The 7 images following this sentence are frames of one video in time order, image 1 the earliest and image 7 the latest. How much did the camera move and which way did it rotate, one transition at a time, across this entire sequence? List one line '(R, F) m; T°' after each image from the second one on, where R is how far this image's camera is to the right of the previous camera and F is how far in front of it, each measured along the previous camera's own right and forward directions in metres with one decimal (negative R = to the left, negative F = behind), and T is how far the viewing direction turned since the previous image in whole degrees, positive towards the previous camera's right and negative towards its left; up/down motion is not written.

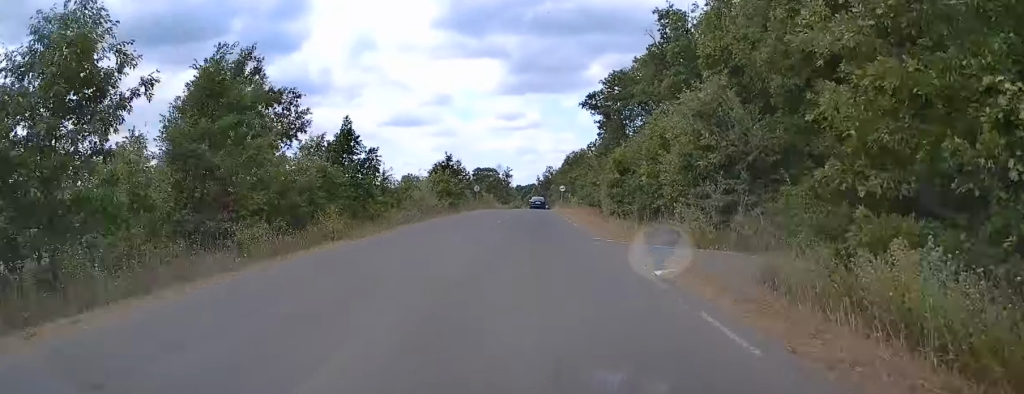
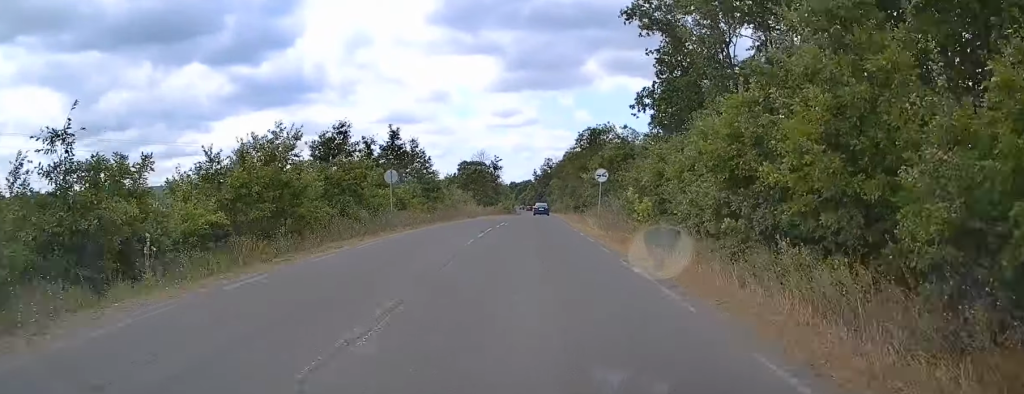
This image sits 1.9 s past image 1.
(+0.2, +44.5) m; +1°
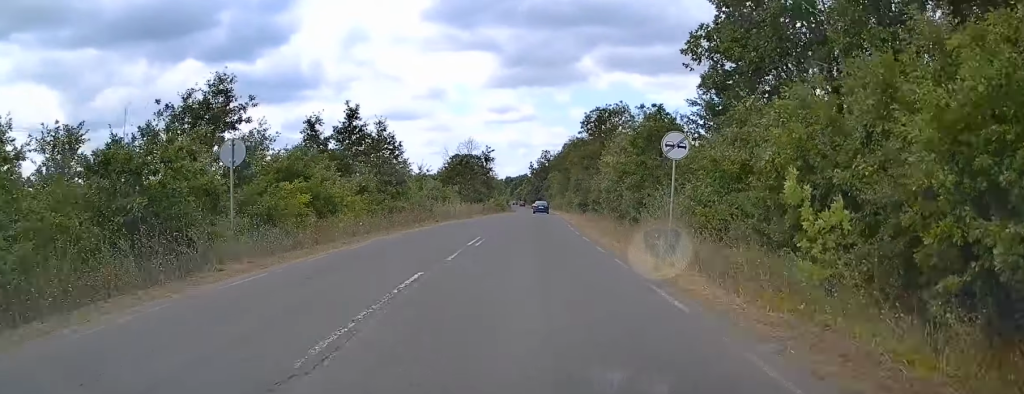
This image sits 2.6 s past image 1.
(-0.1, +16.4) m; +1°
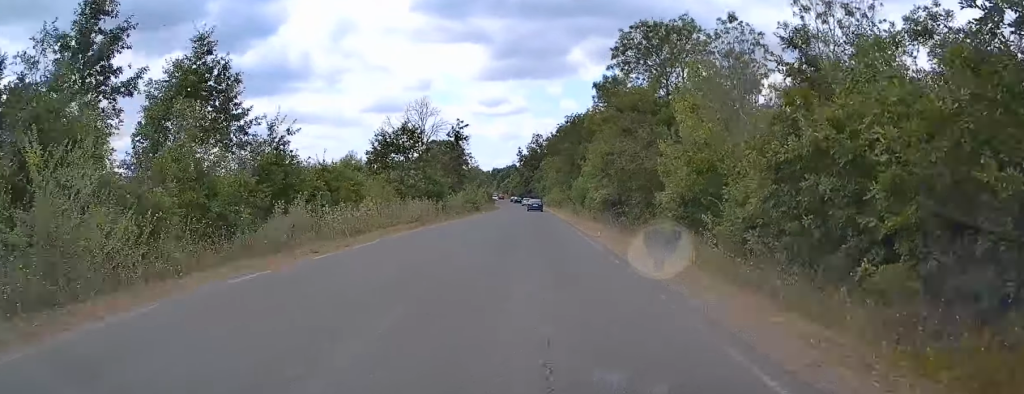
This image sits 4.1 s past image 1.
(+0.3, +35.7) m; 0°
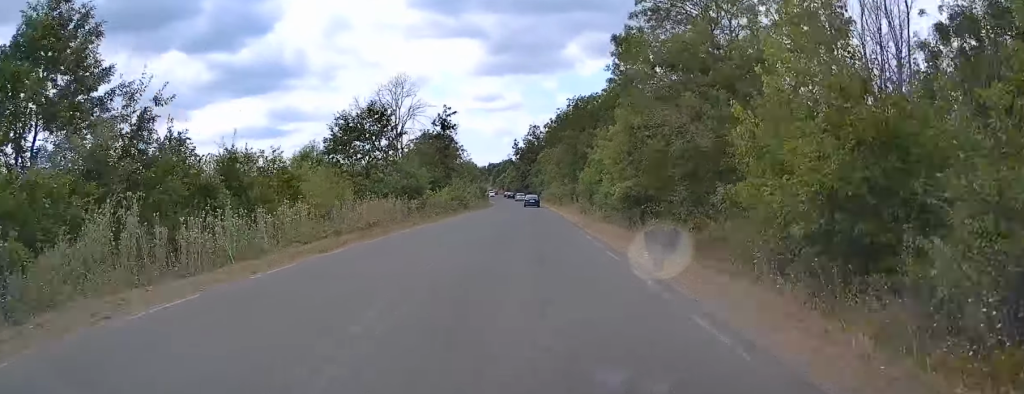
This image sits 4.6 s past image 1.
(-0.2, +10.8) m; 0°
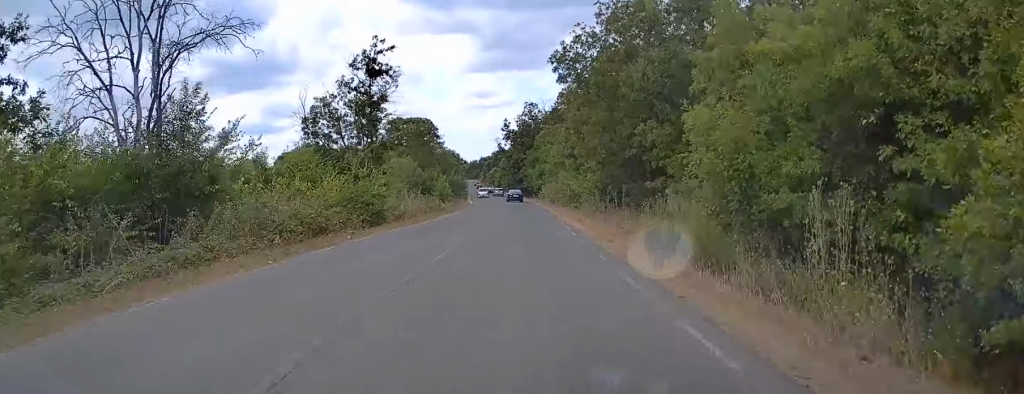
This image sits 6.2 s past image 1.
(+0.6, +36.4) m; +1°
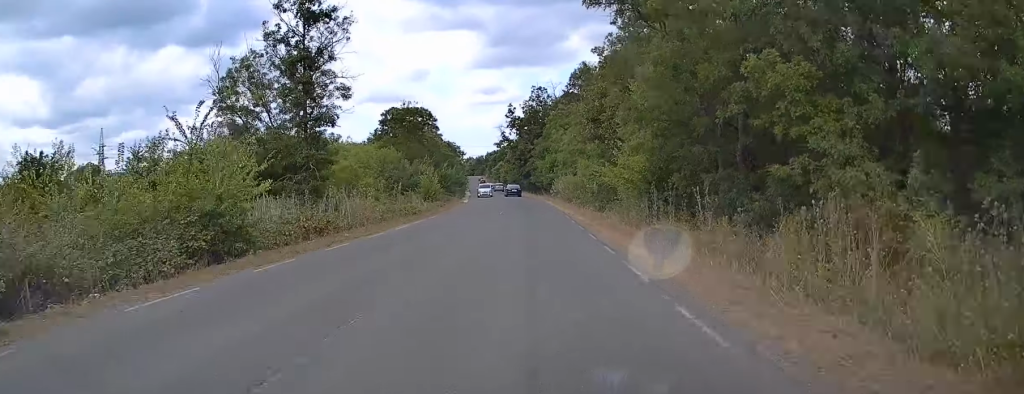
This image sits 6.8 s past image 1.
(0.0, +15.6) m; -1°
